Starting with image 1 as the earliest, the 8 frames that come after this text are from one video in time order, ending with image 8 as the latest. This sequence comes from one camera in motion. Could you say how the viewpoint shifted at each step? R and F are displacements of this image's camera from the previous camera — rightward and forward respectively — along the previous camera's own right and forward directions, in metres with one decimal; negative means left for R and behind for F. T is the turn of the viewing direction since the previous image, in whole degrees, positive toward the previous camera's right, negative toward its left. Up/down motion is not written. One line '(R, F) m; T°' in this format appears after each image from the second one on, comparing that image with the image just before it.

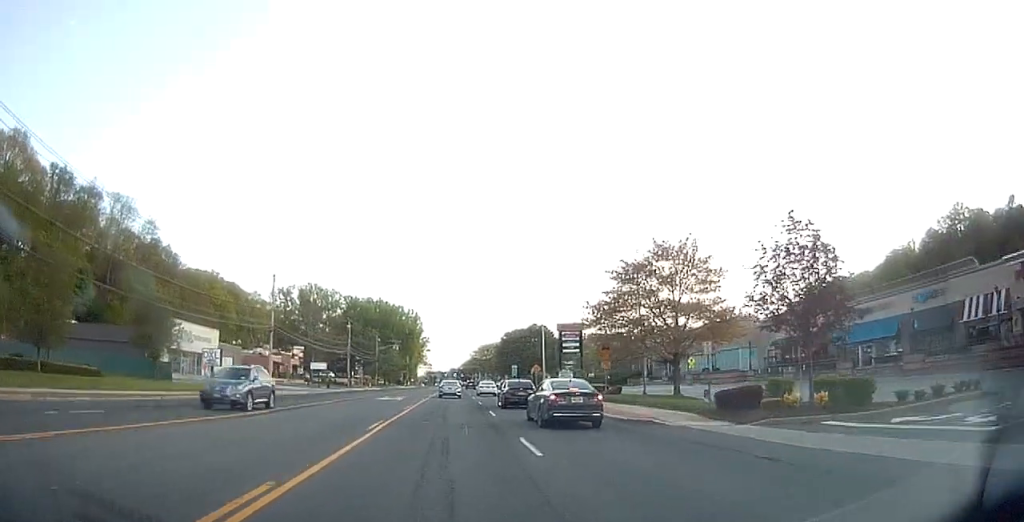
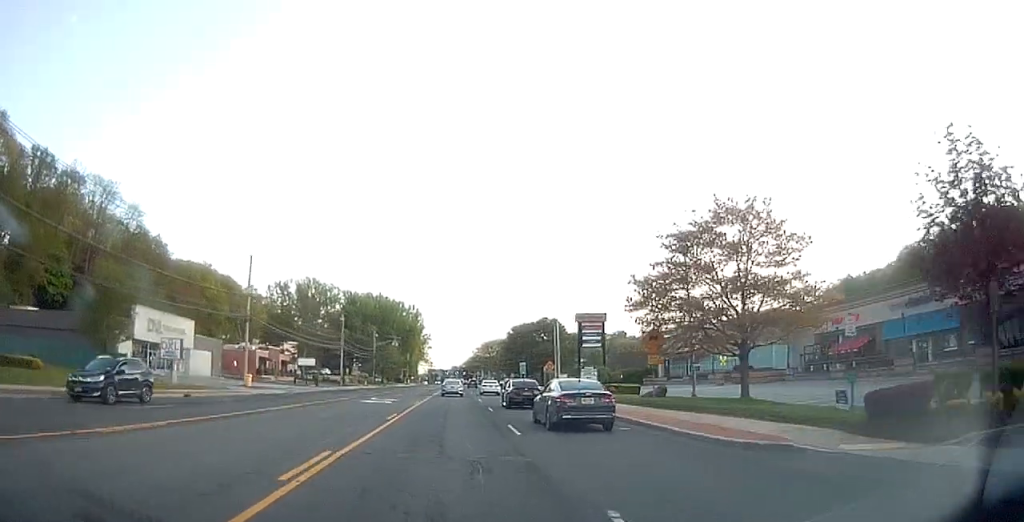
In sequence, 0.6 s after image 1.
(-0.1, +8.6) m; 0°
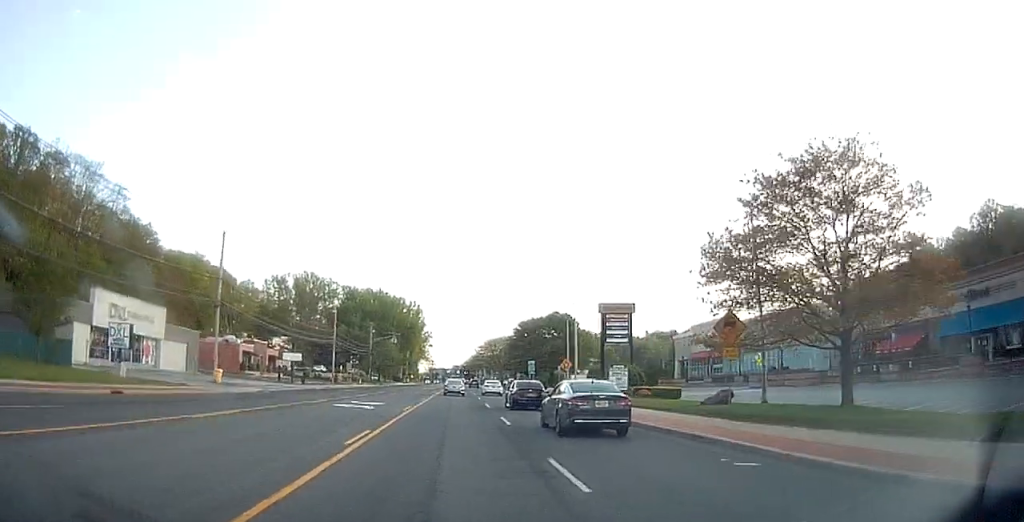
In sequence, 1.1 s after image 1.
(+0.1, +8.1) m; 0°
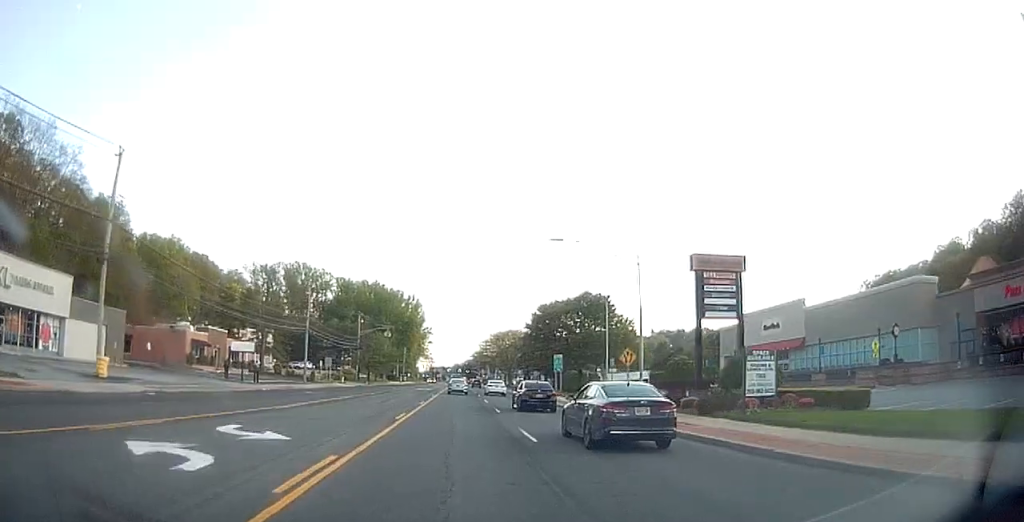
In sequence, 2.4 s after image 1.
(+0.1, +18.3) m; 0°
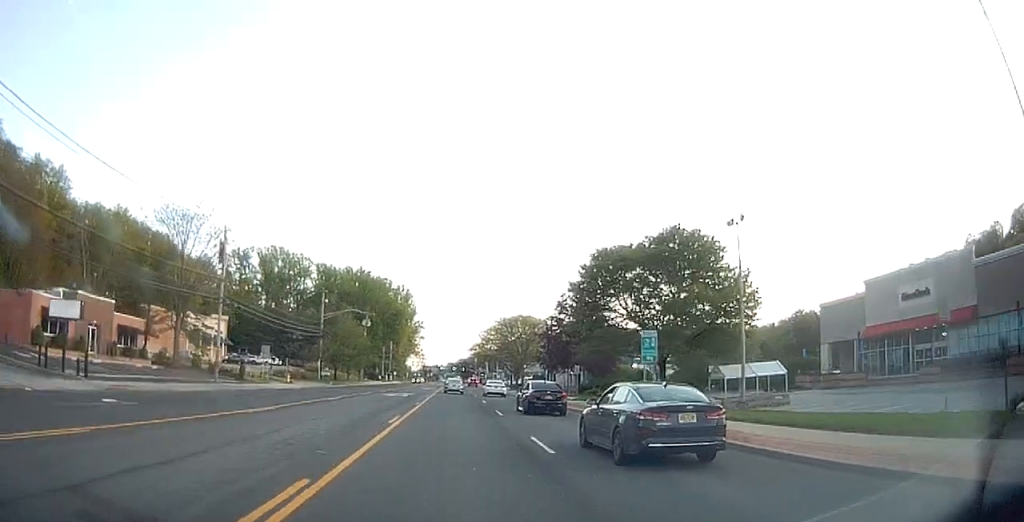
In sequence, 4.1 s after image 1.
(-0.2, +28.1) m; 0°
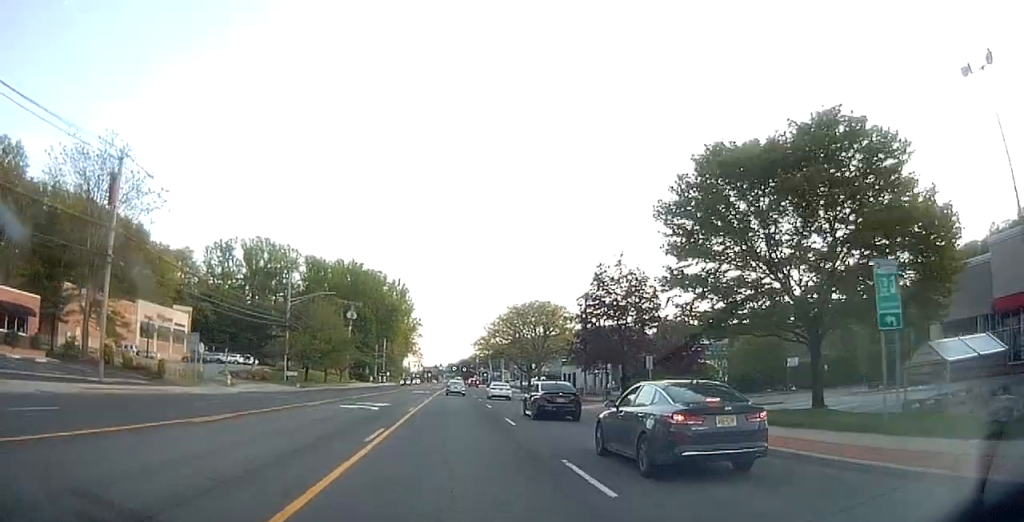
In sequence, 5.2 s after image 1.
(+0.1, +17.7) m; 0°
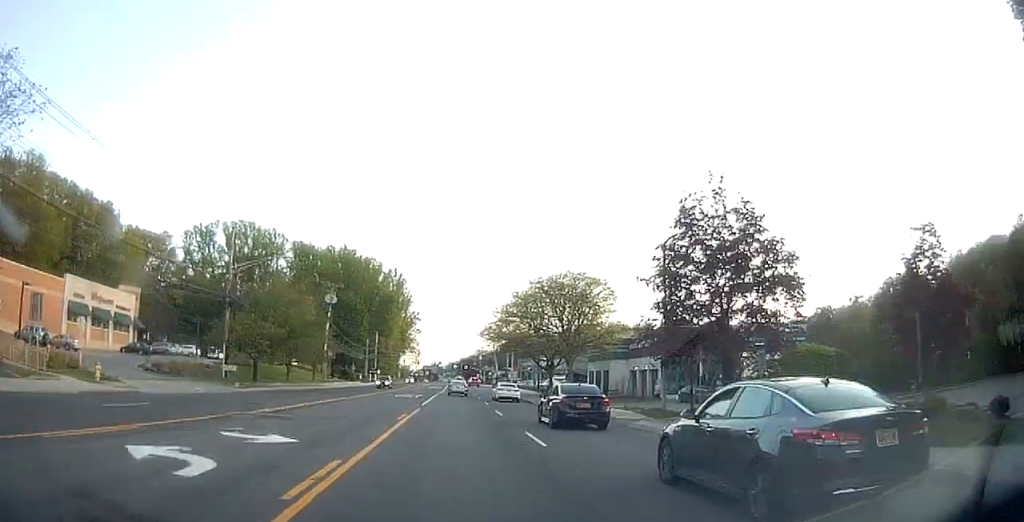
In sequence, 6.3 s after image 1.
(-0.1, +19.1) m; -1°
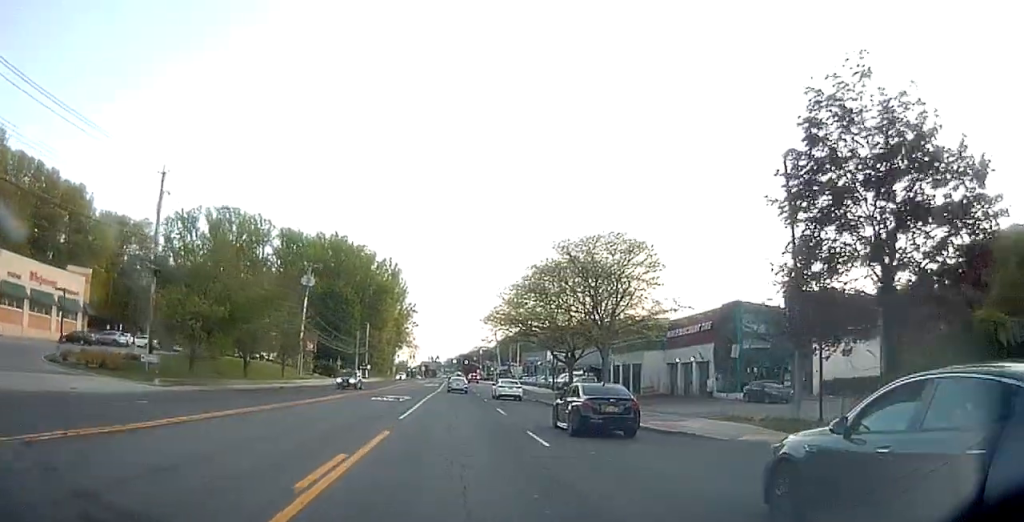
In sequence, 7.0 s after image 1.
(-0.1, +12.9) m; 0°
